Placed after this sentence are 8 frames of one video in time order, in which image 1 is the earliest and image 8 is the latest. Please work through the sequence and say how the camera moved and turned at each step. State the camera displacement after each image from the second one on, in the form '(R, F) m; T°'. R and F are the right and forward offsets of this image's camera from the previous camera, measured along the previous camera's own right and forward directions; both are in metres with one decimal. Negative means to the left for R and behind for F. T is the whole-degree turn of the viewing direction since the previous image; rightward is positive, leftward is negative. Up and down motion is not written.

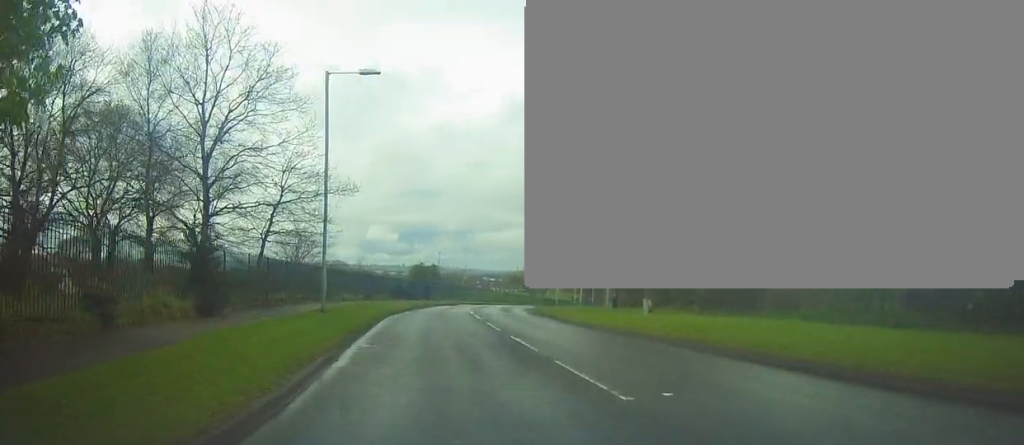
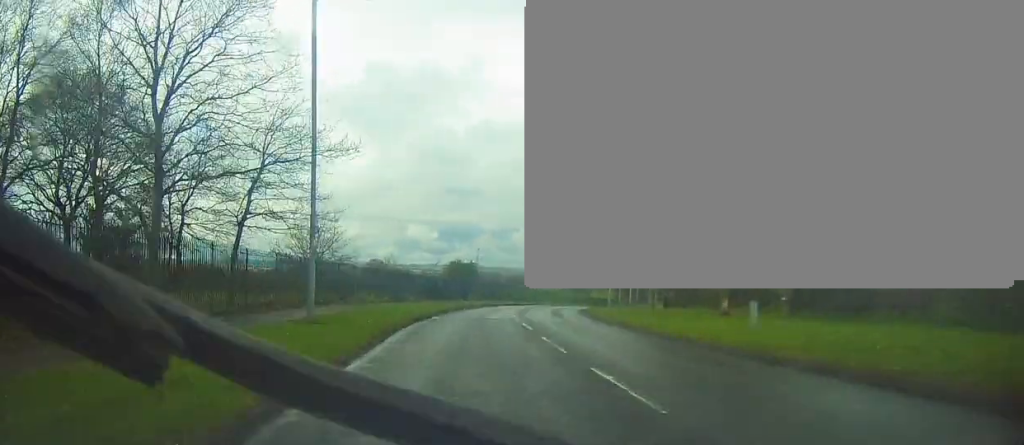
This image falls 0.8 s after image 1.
(-0.5, +6.3) m; -6°
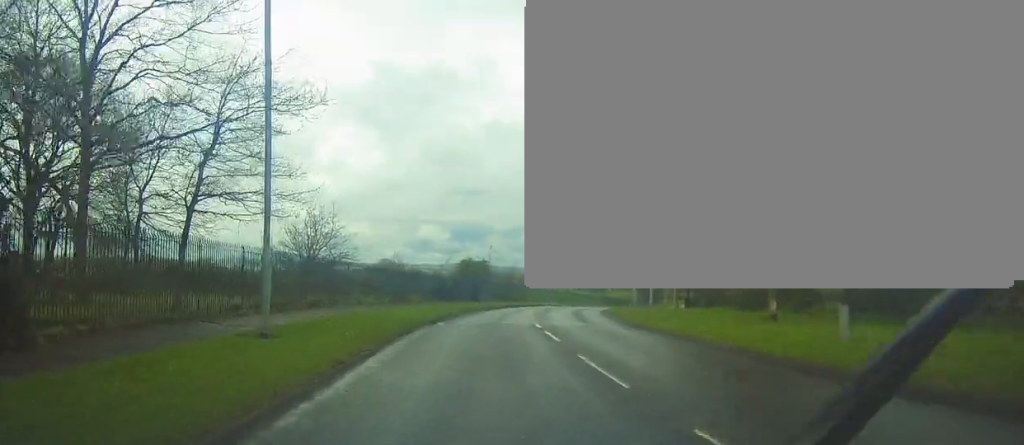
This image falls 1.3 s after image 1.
(-0.2, +4.1) m; -1°
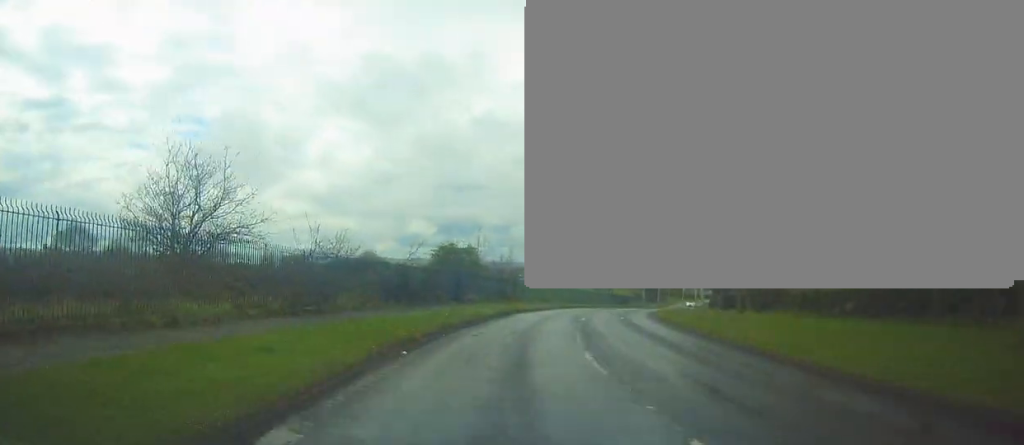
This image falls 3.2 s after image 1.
(+0.1, +16.9) m; -1°
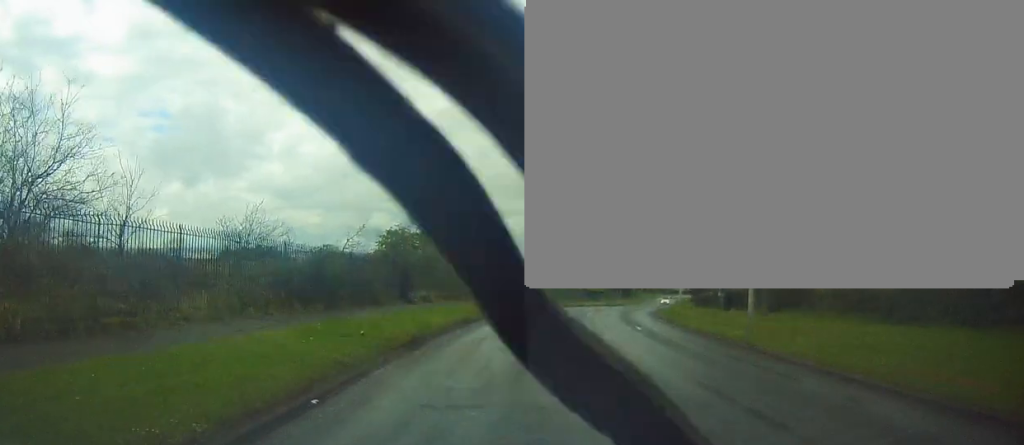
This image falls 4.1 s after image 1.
(-0.4, +9.6) m; +1°
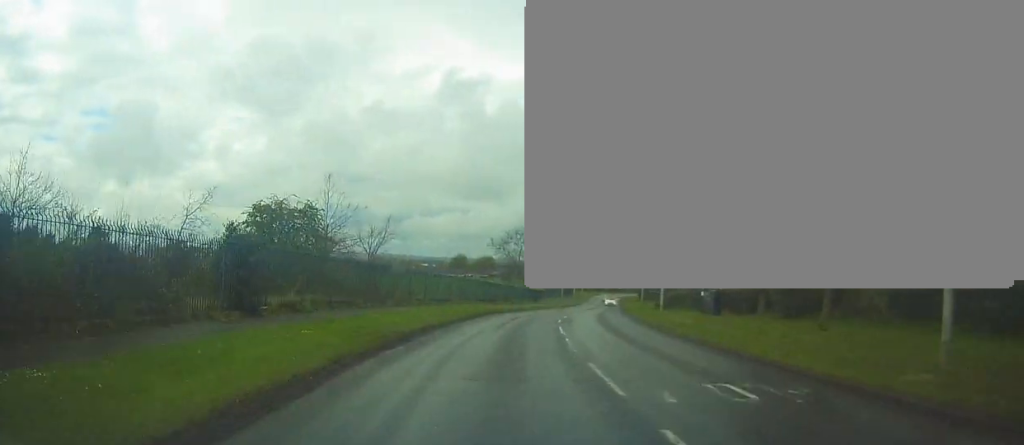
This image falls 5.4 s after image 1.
(+1.0, +12.7) m; +7°
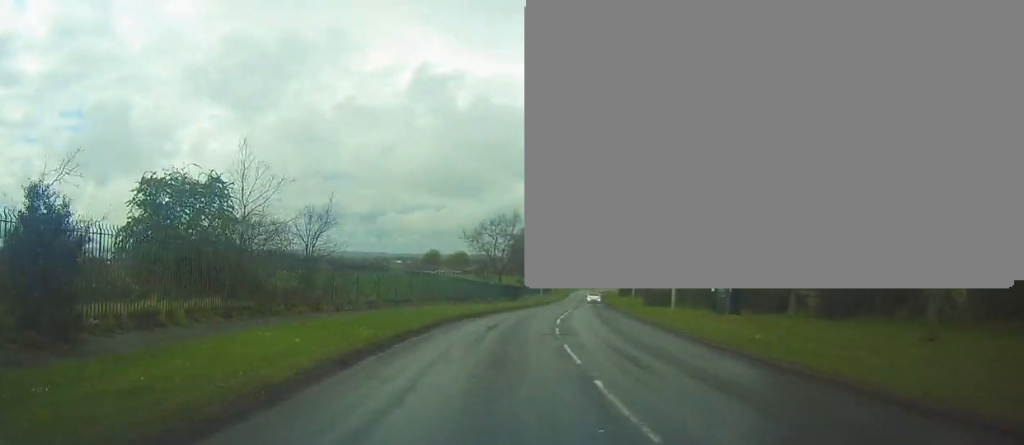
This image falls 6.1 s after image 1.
(+0.2, +7.4) m; +2°
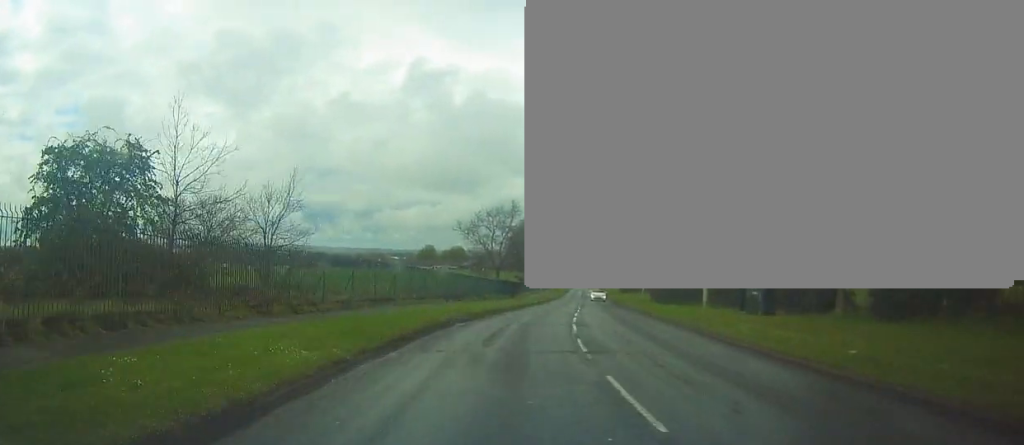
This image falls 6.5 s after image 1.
(+0.1, +5.2) m; 0°
